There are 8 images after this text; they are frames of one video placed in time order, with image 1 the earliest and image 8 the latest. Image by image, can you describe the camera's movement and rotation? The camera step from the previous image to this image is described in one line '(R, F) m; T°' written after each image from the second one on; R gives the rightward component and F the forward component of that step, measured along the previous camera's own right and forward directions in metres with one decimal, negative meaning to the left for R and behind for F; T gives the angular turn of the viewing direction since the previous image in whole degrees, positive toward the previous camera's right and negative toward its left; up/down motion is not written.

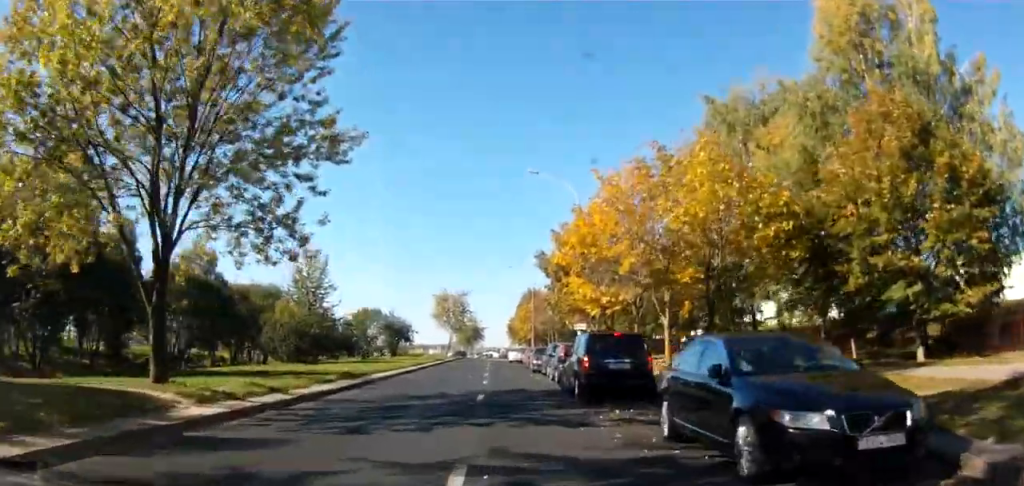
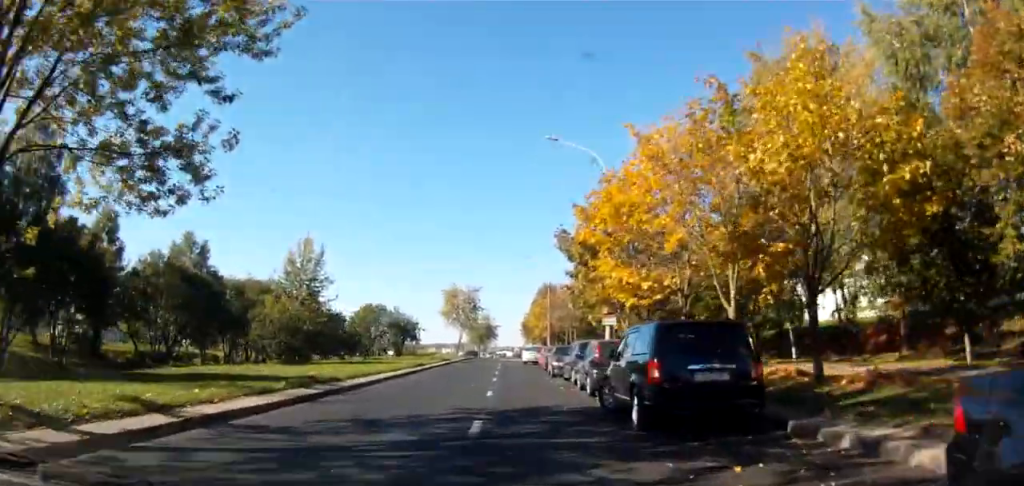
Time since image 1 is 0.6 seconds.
(0.0, +7.0) m; 0°
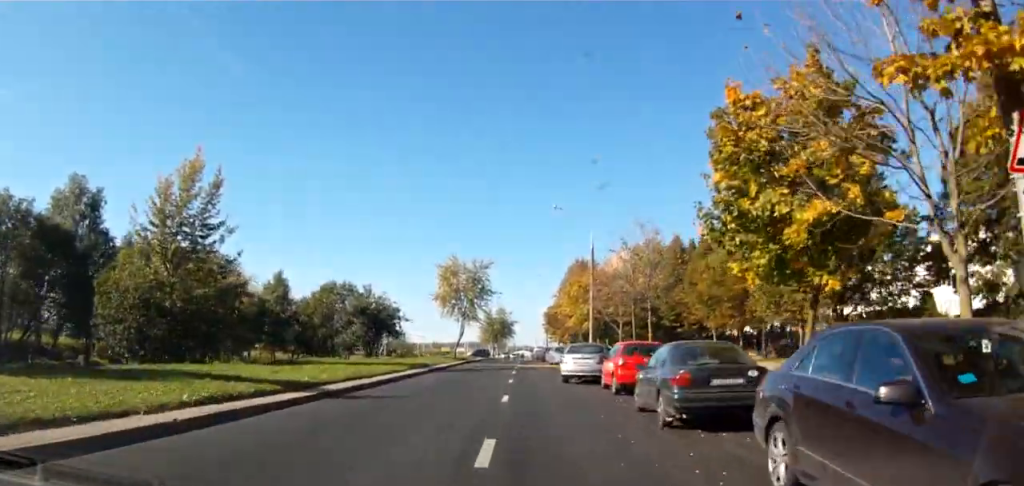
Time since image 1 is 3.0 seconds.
(-1.2, +27.2) m; -4°
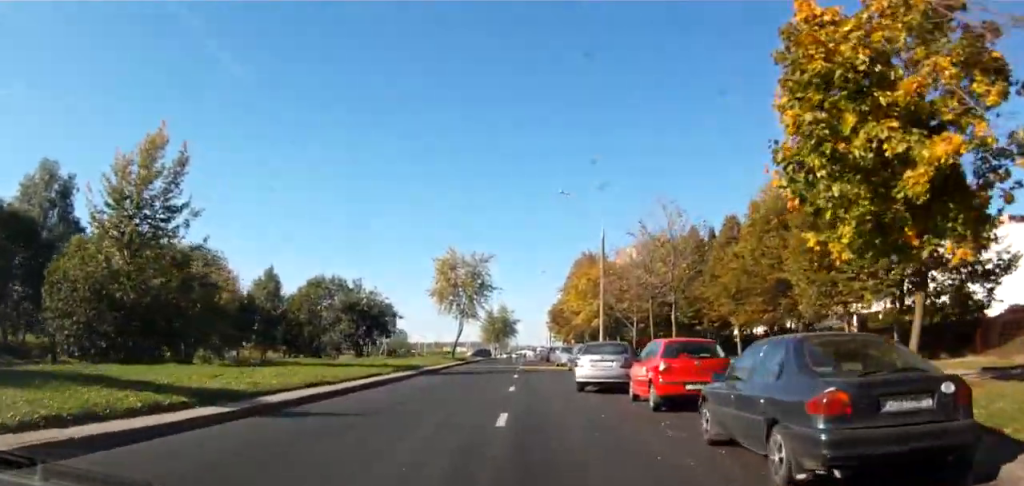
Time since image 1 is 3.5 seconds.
(0.0, +4.8) m; 0°
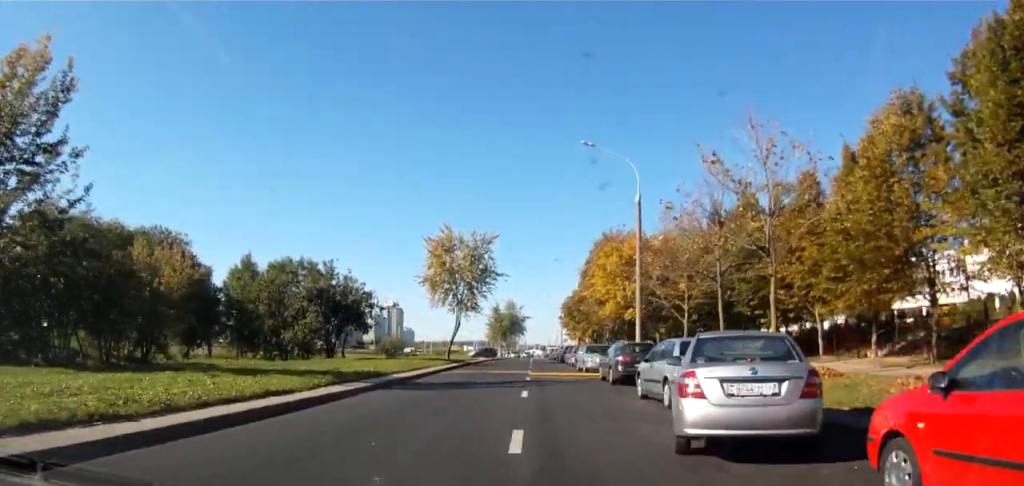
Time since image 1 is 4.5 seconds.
(0.0, +10.7) m; 0°
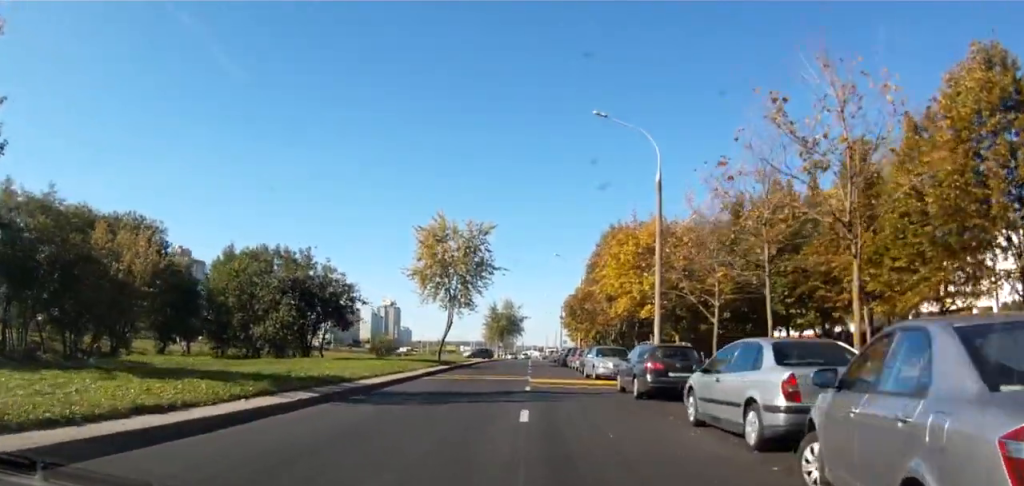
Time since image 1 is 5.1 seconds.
(0.0, +5.4) m; 0°
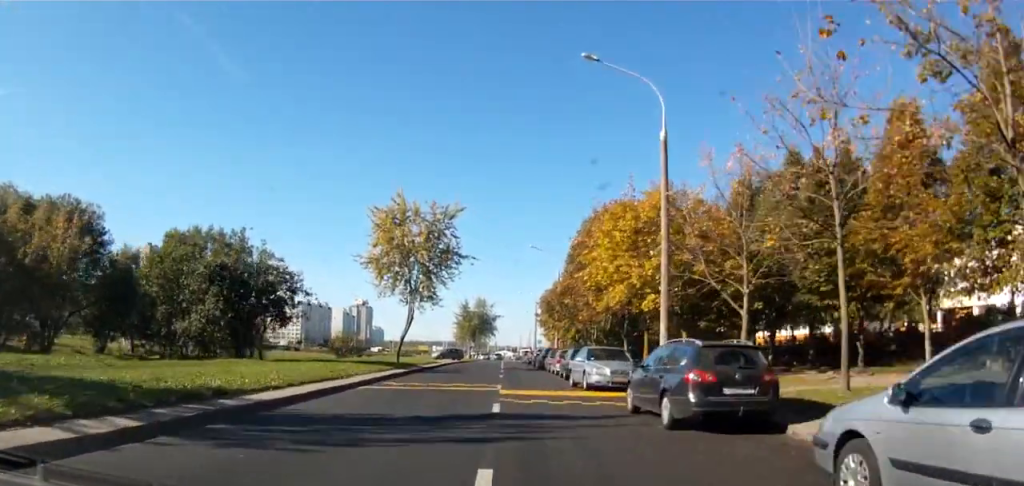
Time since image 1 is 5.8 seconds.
(0.0, +6.4) m; 0°
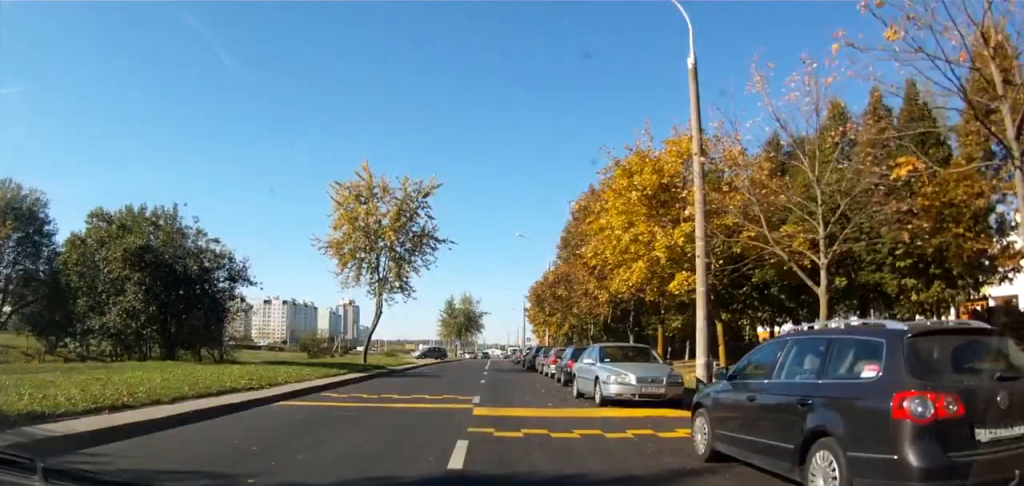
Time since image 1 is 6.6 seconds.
(0.0, +6.3) m; +1°
